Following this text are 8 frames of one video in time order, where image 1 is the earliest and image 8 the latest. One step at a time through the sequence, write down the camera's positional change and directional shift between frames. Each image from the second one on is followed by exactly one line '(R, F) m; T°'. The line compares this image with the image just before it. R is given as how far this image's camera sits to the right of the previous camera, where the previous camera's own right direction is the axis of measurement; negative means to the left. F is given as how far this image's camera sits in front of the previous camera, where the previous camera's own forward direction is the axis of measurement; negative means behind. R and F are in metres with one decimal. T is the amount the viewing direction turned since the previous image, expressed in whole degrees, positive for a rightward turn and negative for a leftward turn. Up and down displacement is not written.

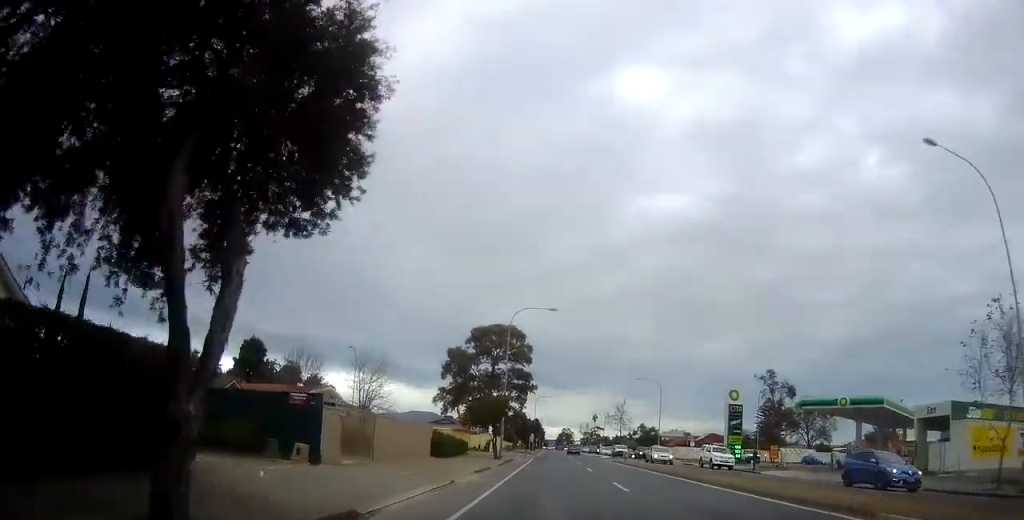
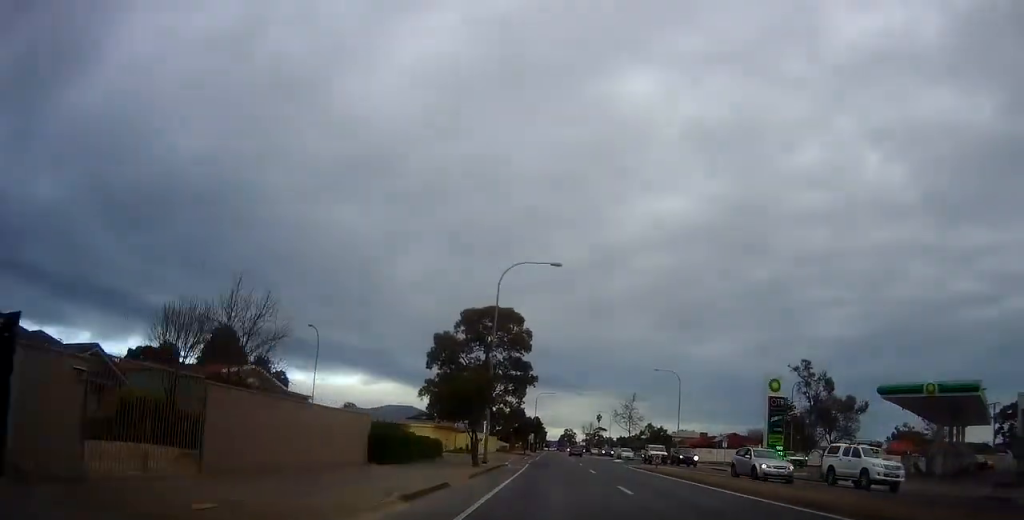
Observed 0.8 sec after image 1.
(-0.3, +12.4) m; 0°
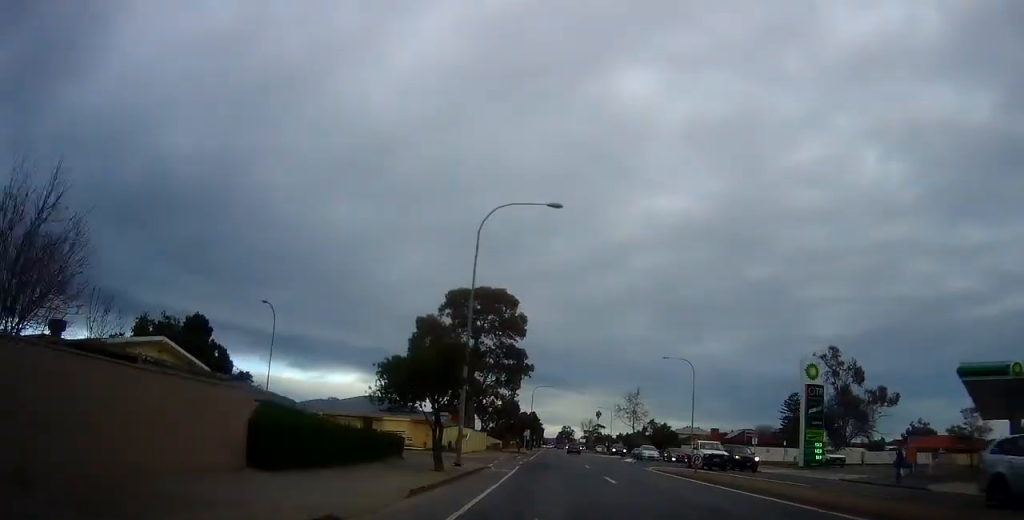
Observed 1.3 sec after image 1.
(-0.2, +9.2) m; +2°
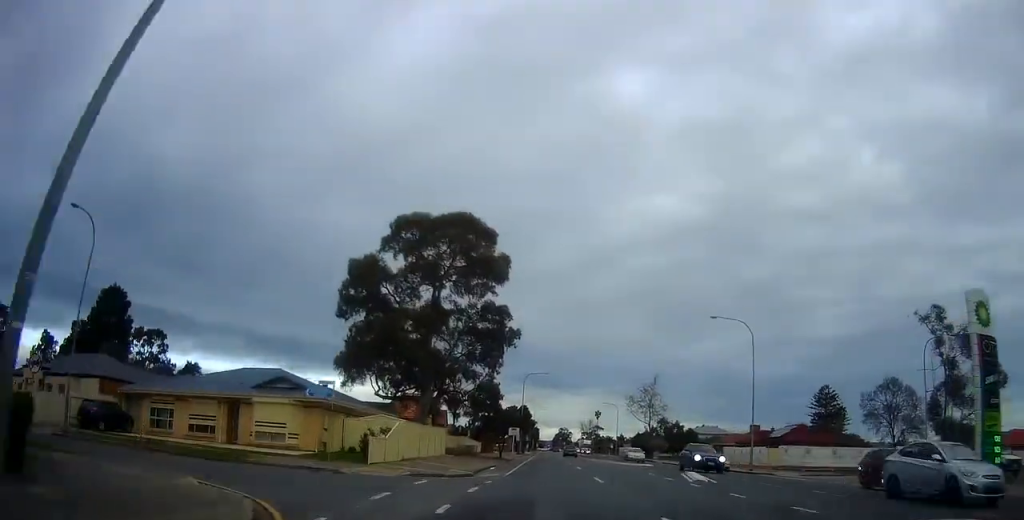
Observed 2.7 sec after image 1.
(+0.9, +22.8) m; +1°
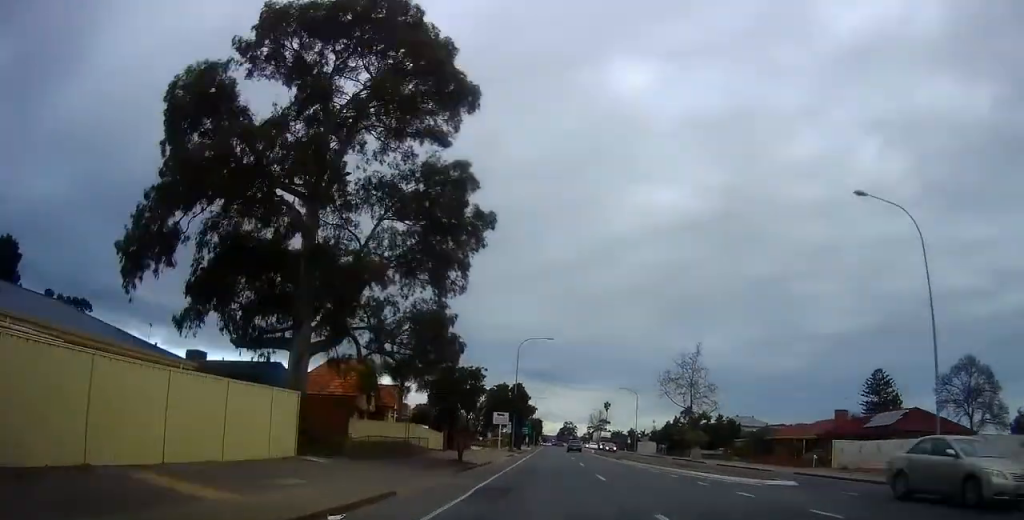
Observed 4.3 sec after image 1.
(-1.0, +25.1) m; -1°
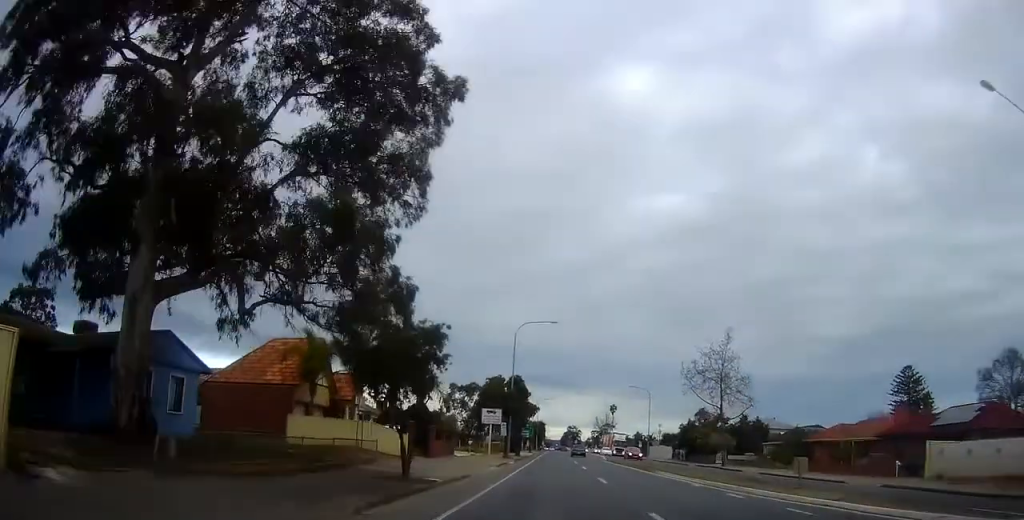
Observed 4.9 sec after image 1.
(+0.4, +10.9) m; +1°
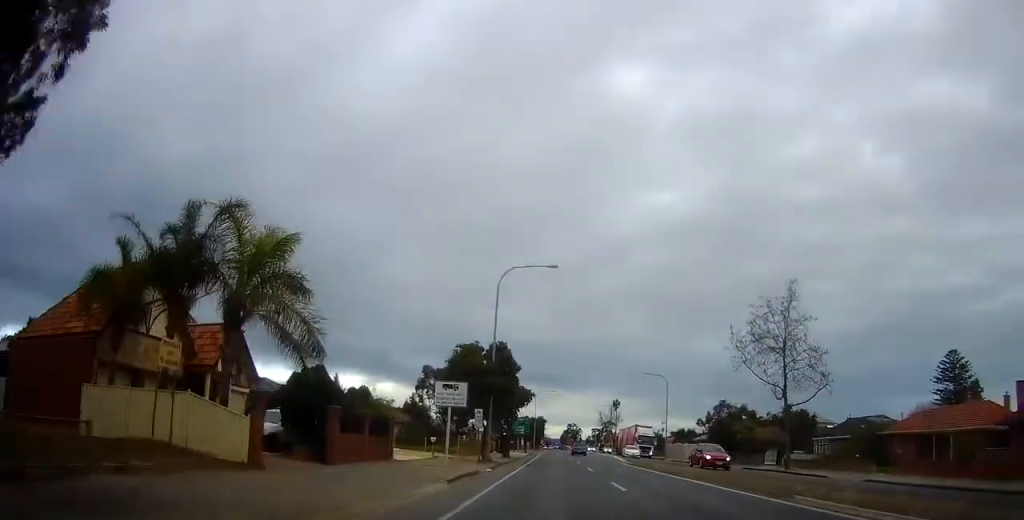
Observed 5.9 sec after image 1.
(+0.2, +16.3) m; +1°
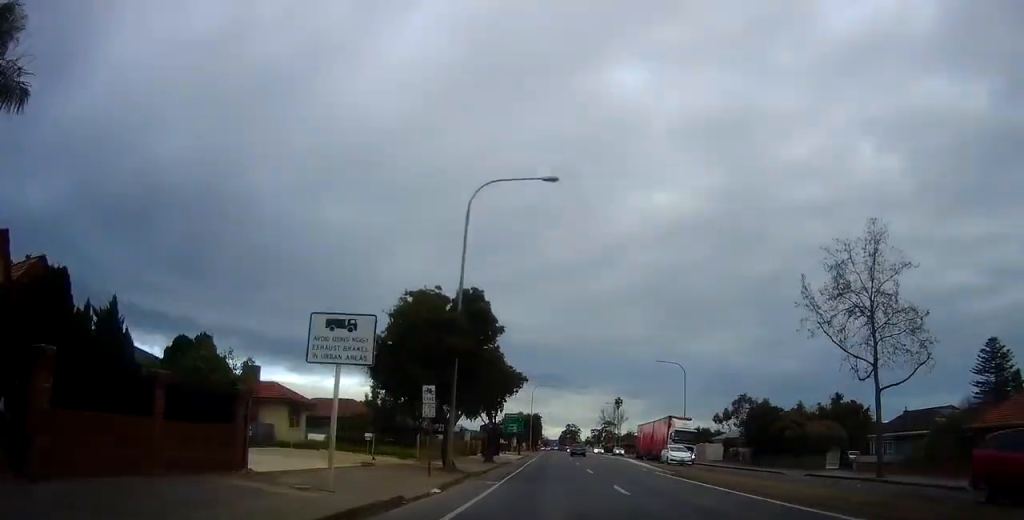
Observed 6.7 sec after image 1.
(0.0, +13.0) m; -1°
